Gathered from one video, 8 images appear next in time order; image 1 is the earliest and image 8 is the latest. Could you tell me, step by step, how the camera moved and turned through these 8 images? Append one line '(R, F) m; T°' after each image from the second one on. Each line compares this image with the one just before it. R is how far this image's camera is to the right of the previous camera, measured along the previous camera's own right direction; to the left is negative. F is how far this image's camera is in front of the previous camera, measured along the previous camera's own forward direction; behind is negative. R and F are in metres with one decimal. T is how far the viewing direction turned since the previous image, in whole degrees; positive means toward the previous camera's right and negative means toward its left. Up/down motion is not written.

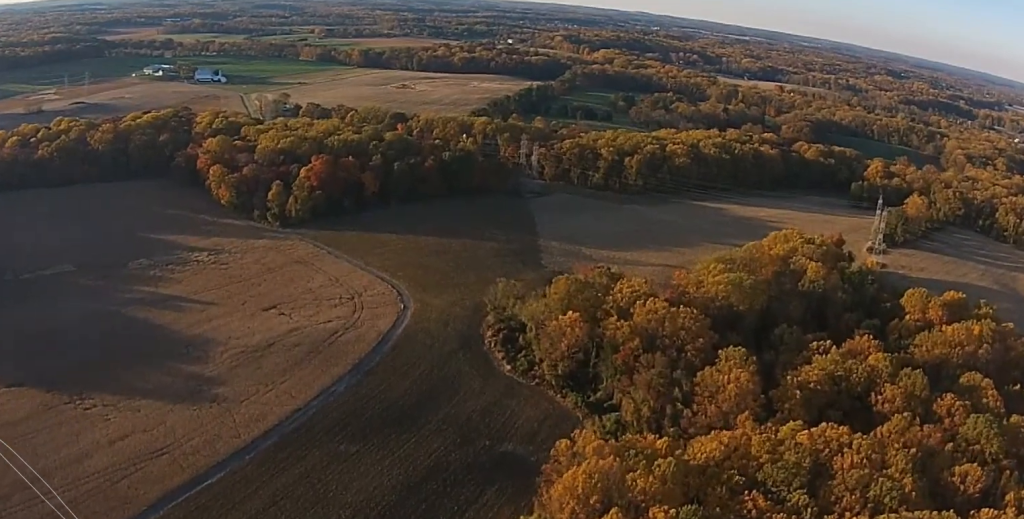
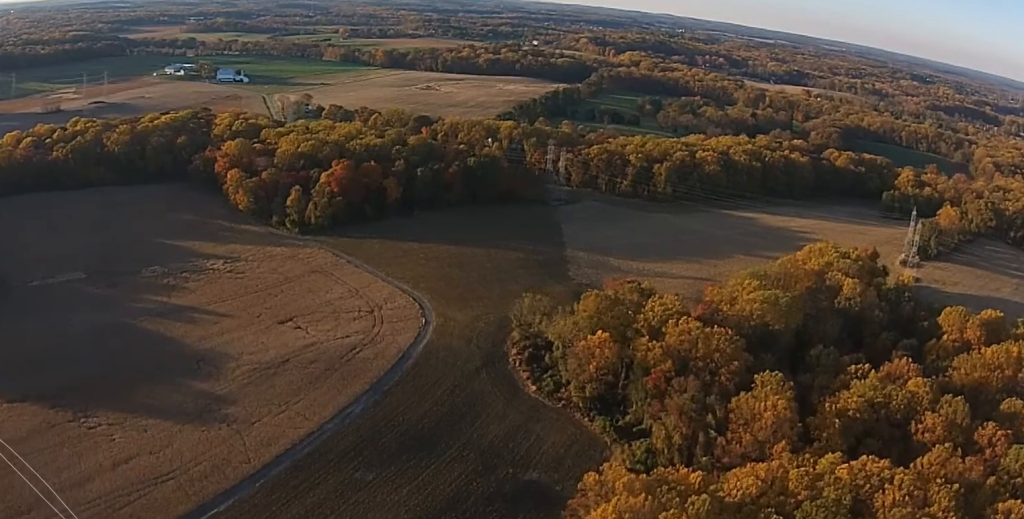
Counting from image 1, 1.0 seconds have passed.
(0.0, +15.5) m; -1°
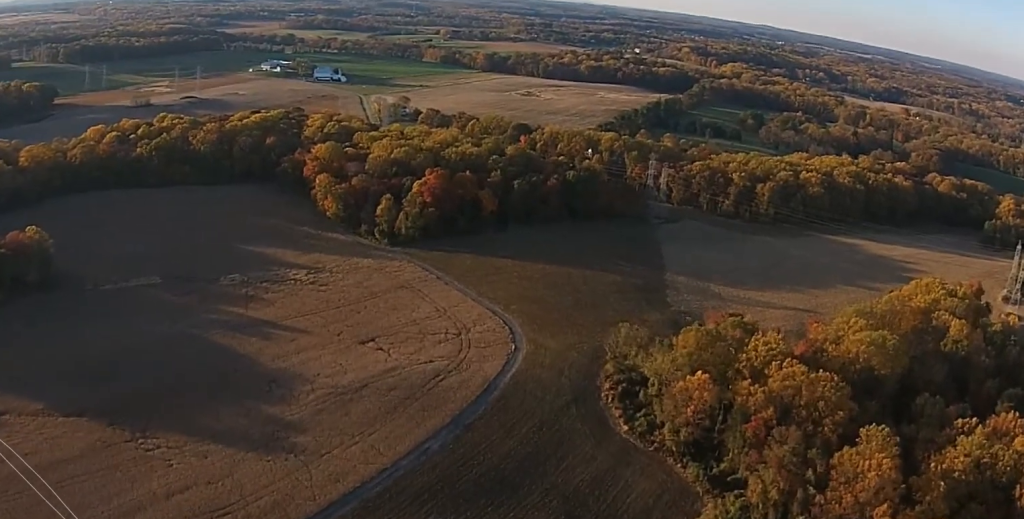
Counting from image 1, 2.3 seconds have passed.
(-0.6, +22.2) m; -2°
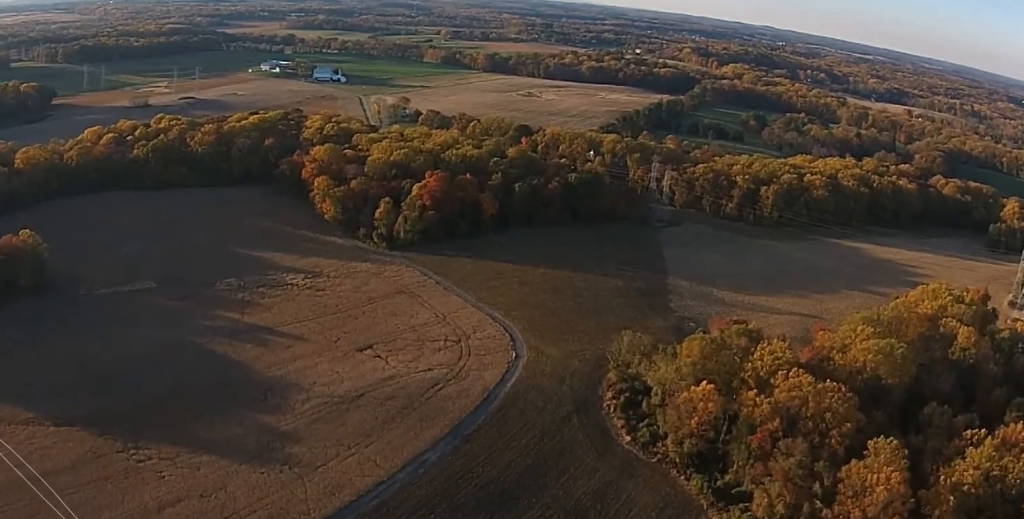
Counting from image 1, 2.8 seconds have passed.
(-0.1, +7.1) m; 0°
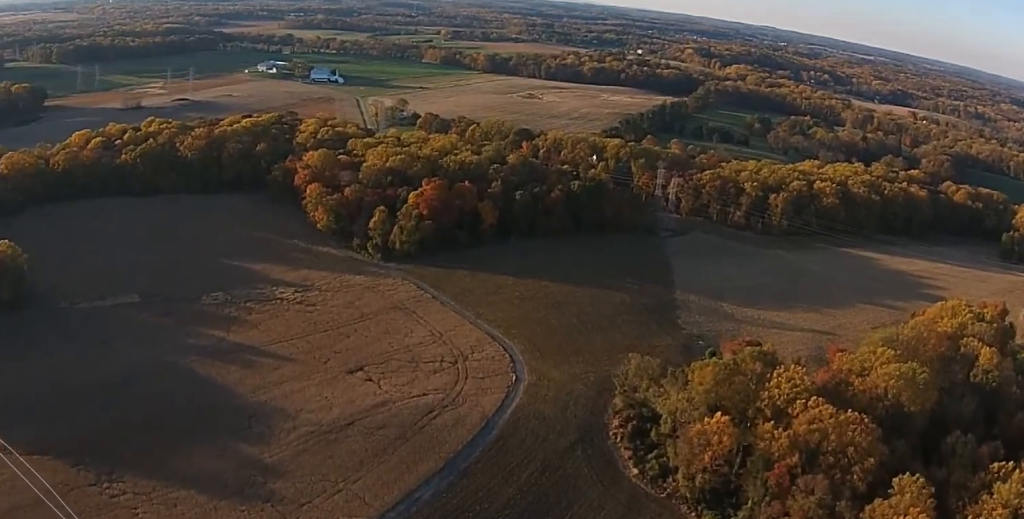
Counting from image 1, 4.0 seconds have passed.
(+0.1, +21.4) m; -1°
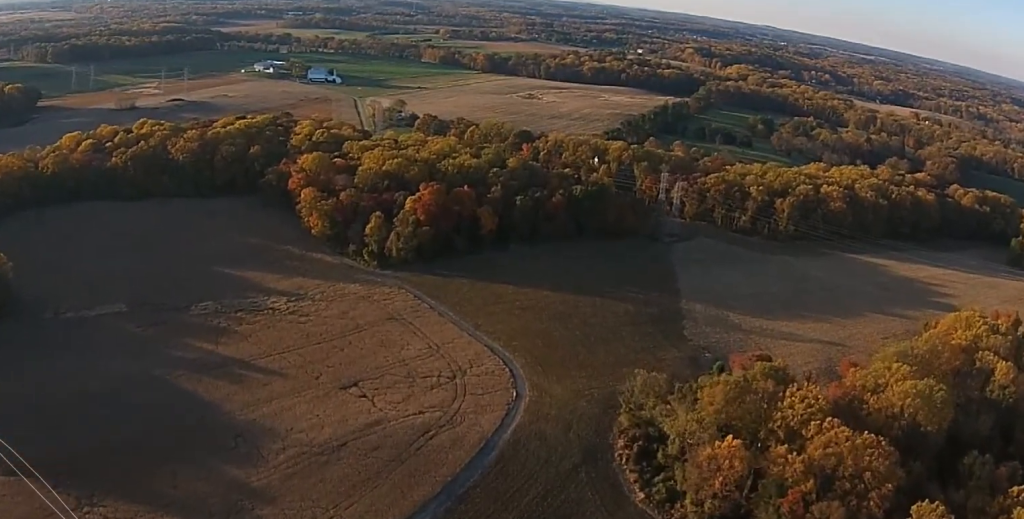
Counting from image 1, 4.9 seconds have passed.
(-0.4, +14.3) m; -1°
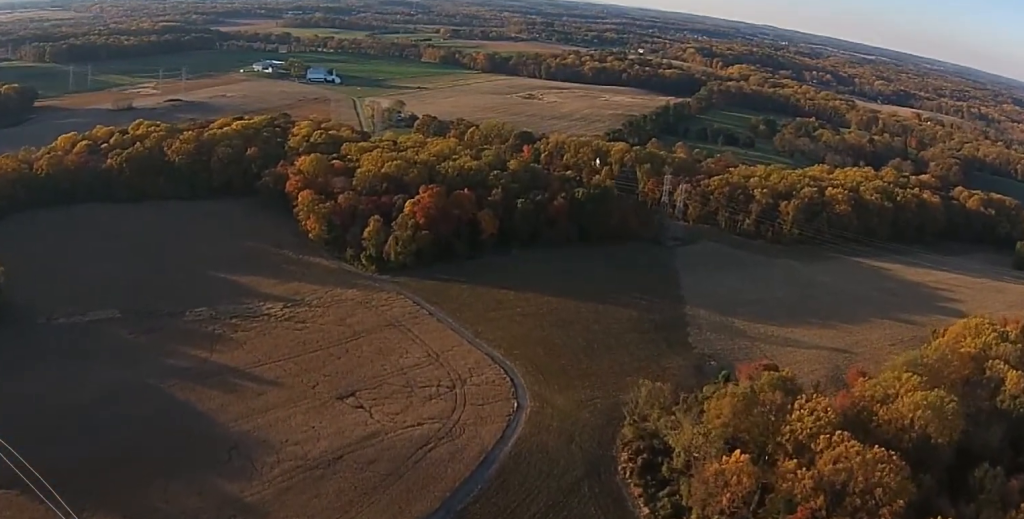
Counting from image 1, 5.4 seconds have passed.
(0.0, +8.3) m; 0°
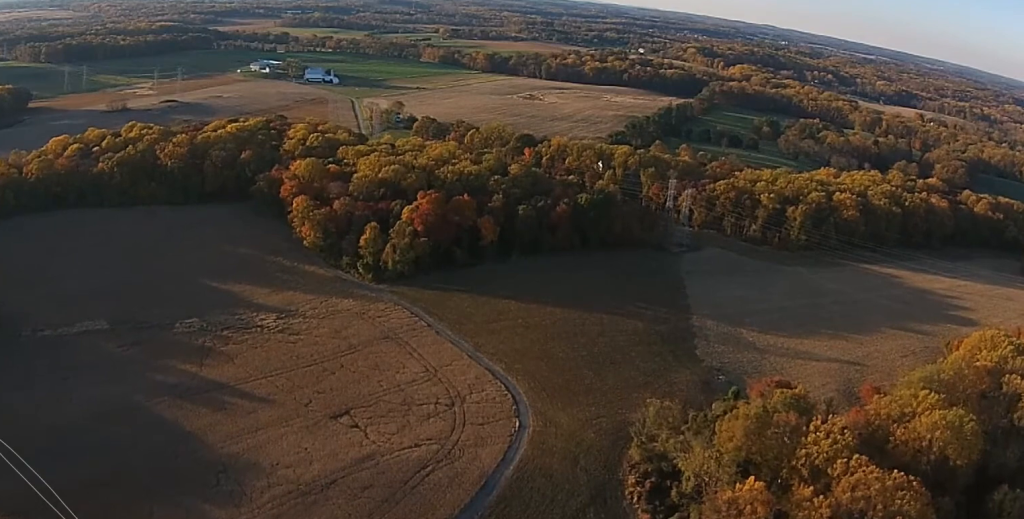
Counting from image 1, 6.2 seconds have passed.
(+0.1, +14.1) m; +1°
